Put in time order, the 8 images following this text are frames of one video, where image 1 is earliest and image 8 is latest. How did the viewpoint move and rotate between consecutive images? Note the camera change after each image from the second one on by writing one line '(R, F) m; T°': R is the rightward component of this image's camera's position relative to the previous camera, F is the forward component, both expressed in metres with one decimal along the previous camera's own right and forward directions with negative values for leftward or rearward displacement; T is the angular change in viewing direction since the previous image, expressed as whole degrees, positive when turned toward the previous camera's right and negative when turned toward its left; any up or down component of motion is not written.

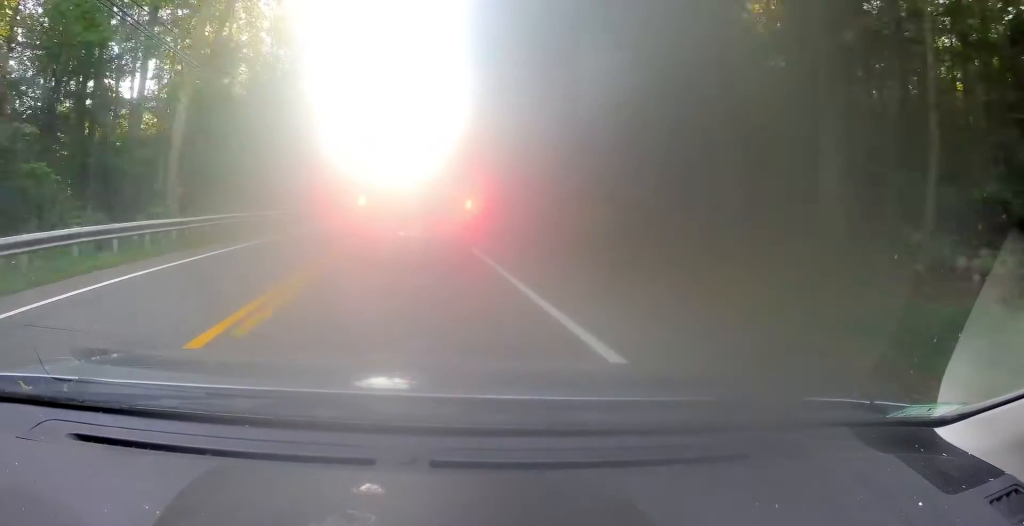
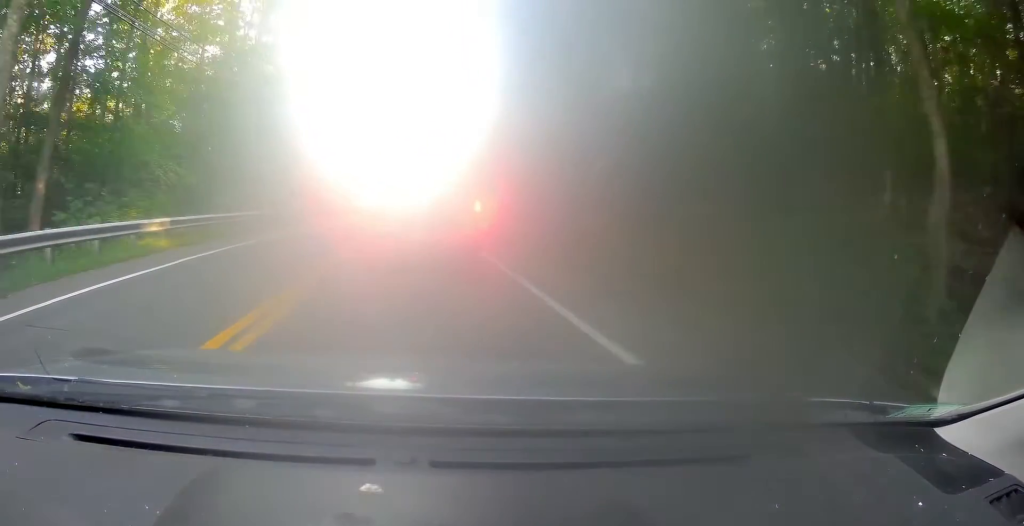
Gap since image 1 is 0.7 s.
(0.0, +12.4) m; +1°
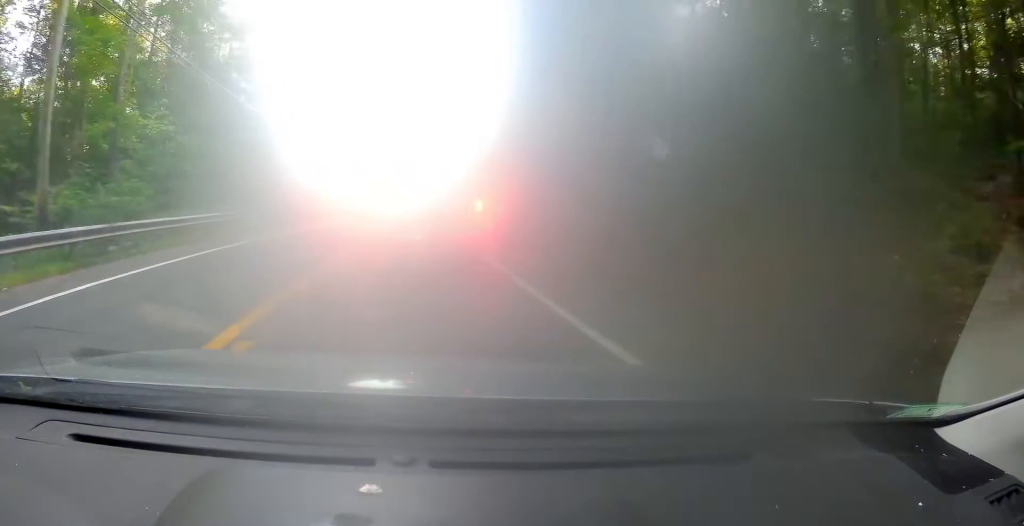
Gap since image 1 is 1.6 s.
(+0.3, +15.9) m; +2°
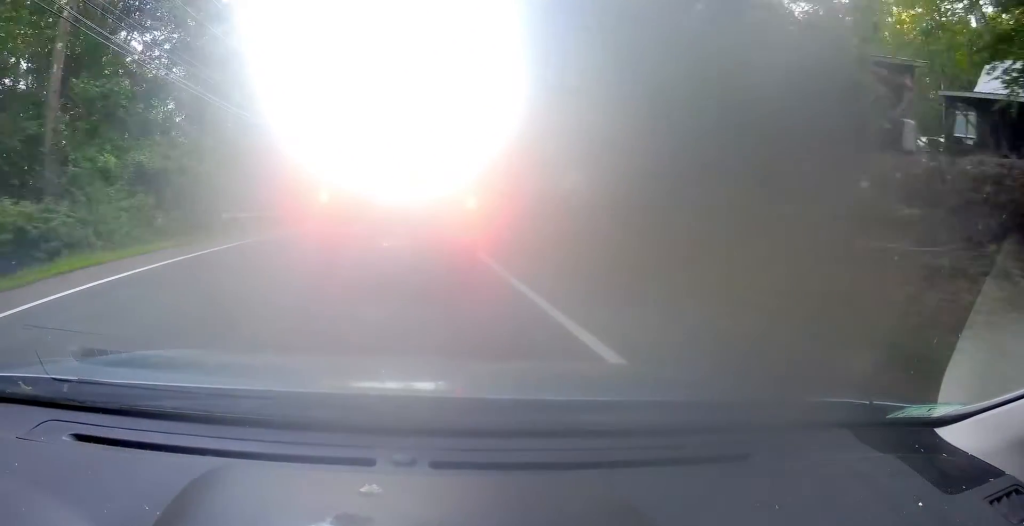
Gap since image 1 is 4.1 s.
(+0.3, +41.7) m; +1°
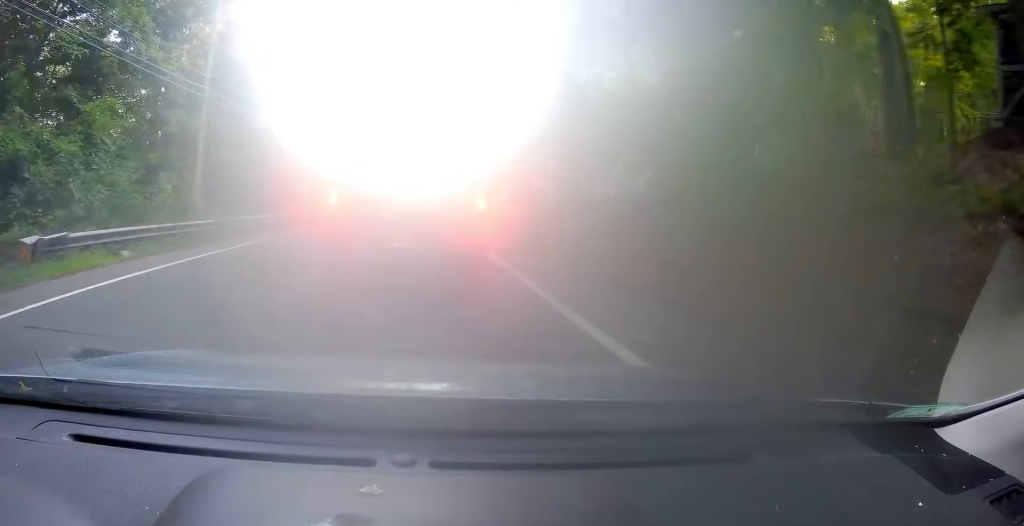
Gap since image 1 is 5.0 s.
(+0.2, +12.8) m; -1°
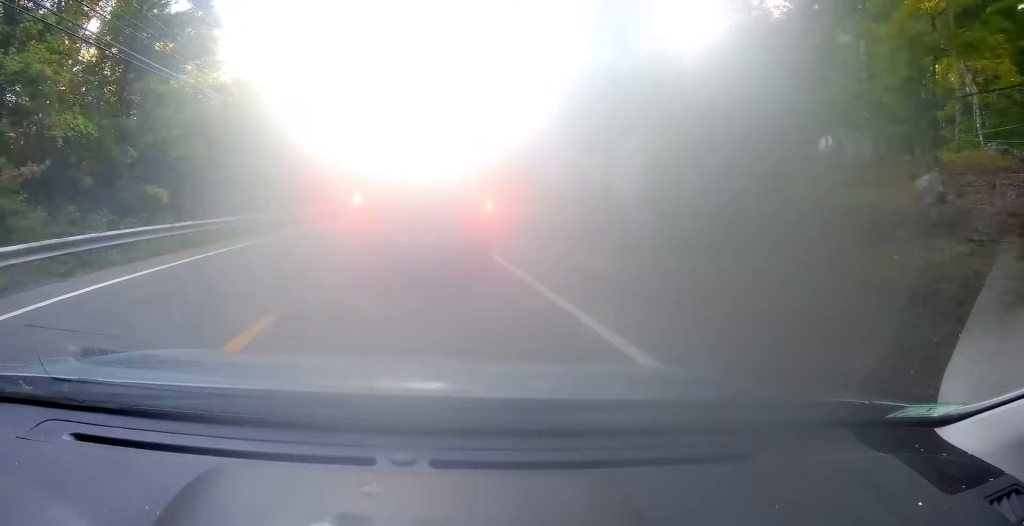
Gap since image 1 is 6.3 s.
(-0.7, +16.2) m; -4°
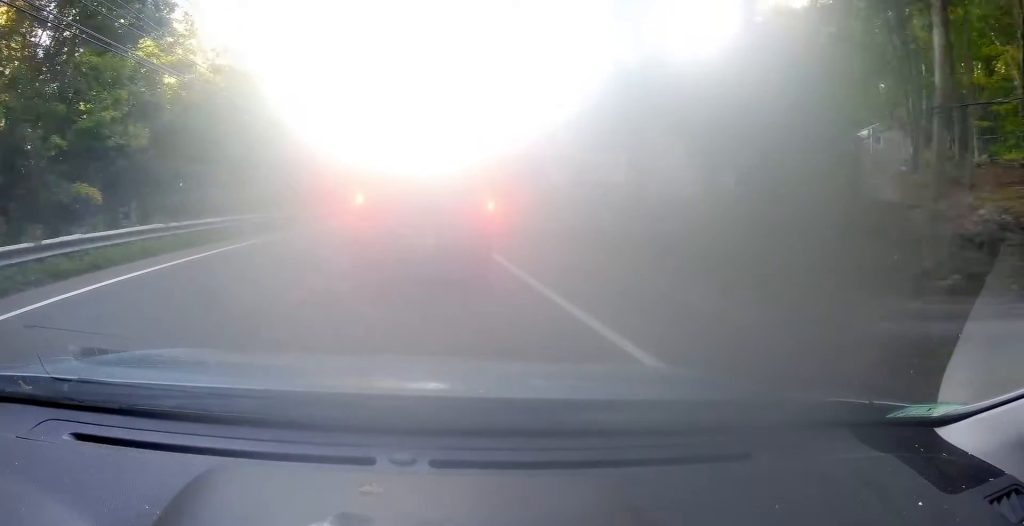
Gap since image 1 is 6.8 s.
(-0.1, +5.8) m; 0°
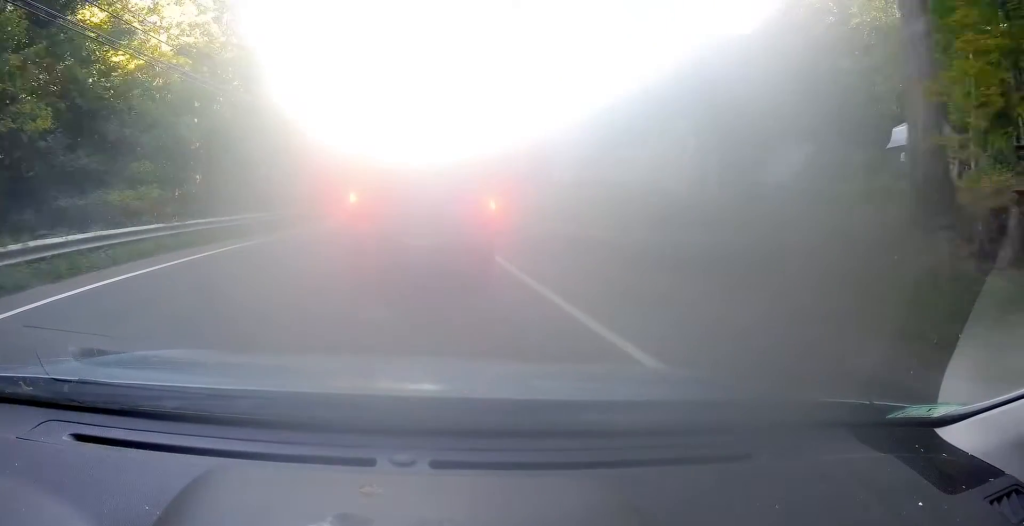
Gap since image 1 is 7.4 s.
(0.0, +6.5) m; 0°
